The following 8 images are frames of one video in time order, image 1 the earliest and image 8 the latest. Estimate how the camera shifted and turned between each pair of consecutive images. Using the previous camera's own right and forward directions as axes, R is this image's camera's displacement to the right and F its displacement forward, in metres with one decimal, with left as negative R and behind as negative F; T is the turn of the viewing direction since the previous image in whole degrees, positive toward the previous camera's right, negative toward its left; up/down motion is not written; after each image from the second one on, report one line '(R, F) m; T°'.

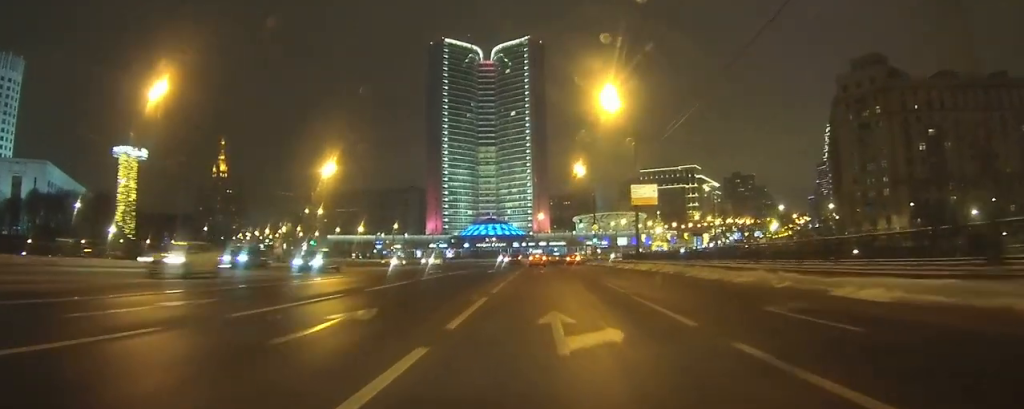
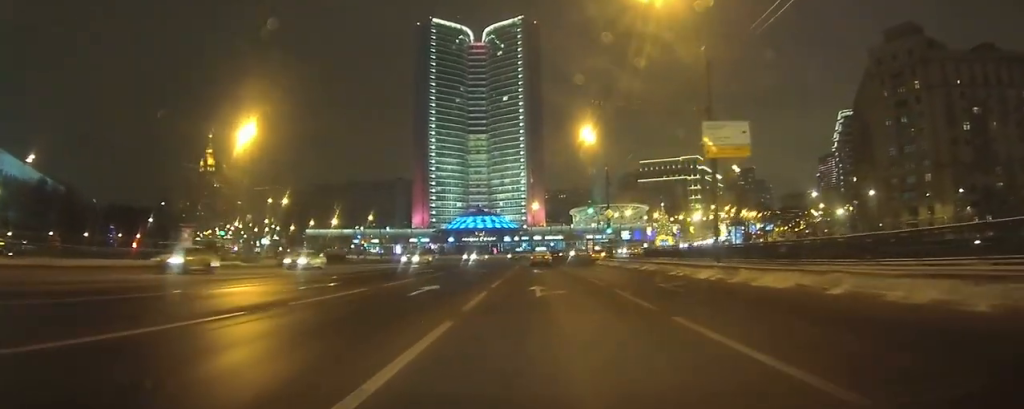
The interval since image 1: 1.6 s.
(+0.2, +21.4) m; 0°
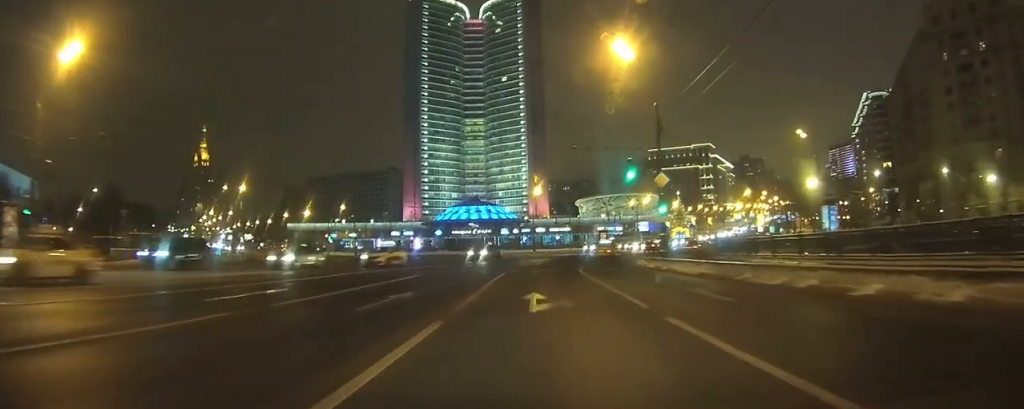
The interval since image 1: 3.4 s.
(-0.1, +24.3) m; 0°
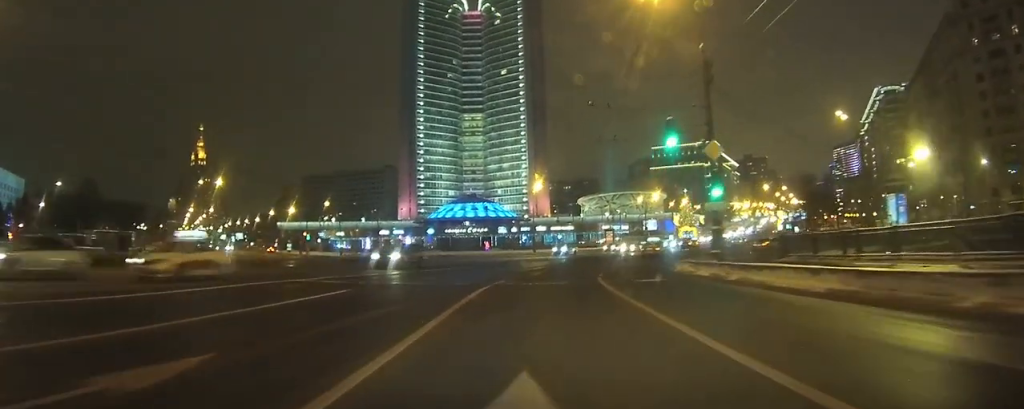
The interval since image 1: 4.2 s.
(0.0, +10.3) m; +1°
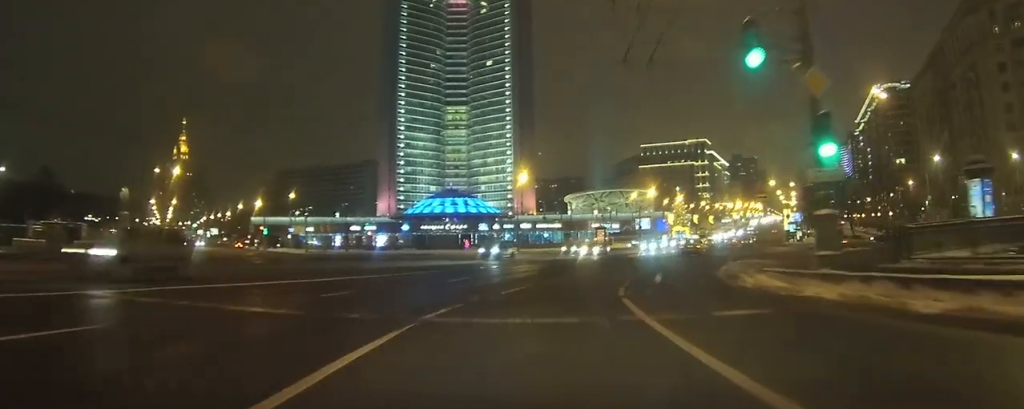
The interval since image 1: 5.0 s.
(+0.1, +10.5) m; +3°
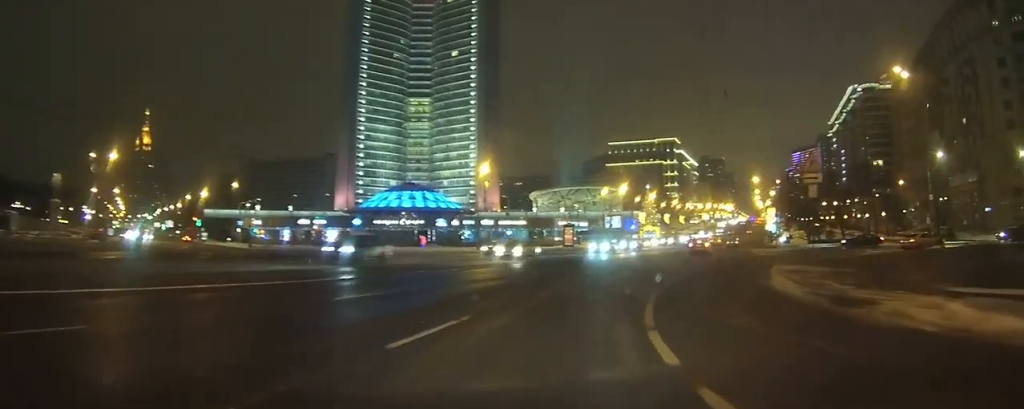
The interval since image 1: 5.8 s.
(+0.4, +9.1) m; +4°
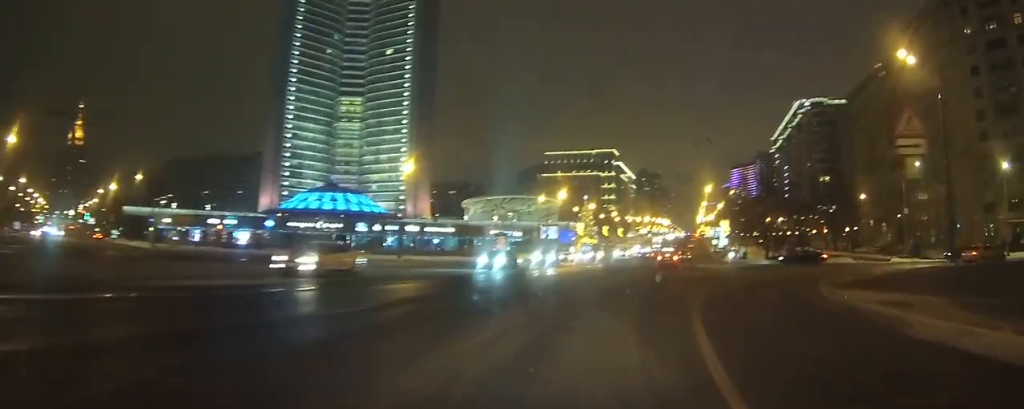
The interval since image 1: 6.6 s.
(+0.4, +9.7) m; +5°
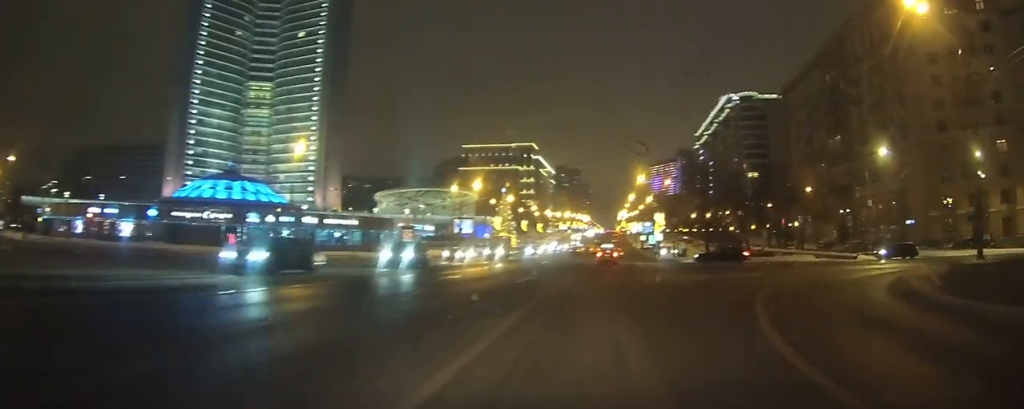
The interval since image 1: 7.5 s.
(+0.5, +10.8) m; +6°
